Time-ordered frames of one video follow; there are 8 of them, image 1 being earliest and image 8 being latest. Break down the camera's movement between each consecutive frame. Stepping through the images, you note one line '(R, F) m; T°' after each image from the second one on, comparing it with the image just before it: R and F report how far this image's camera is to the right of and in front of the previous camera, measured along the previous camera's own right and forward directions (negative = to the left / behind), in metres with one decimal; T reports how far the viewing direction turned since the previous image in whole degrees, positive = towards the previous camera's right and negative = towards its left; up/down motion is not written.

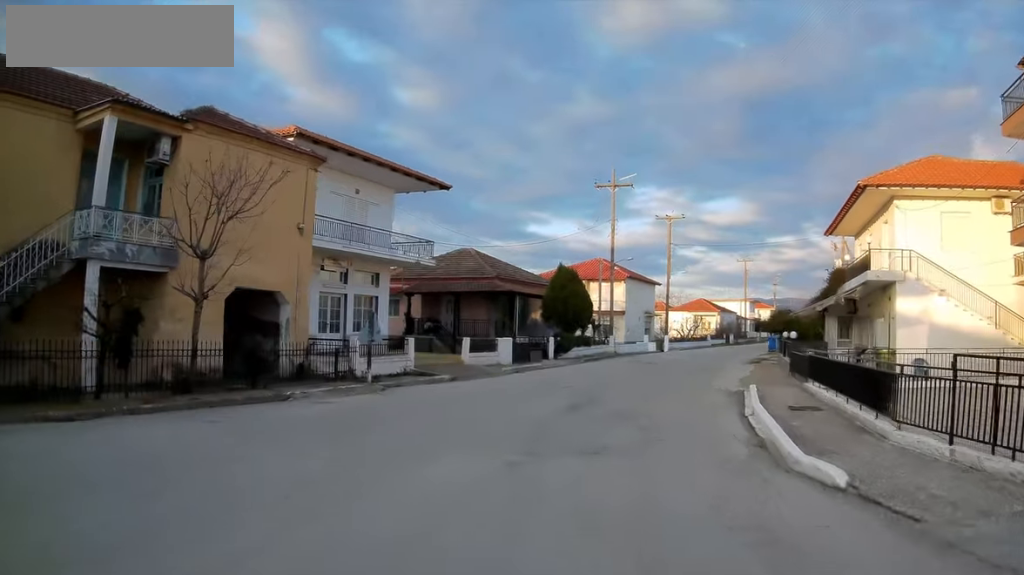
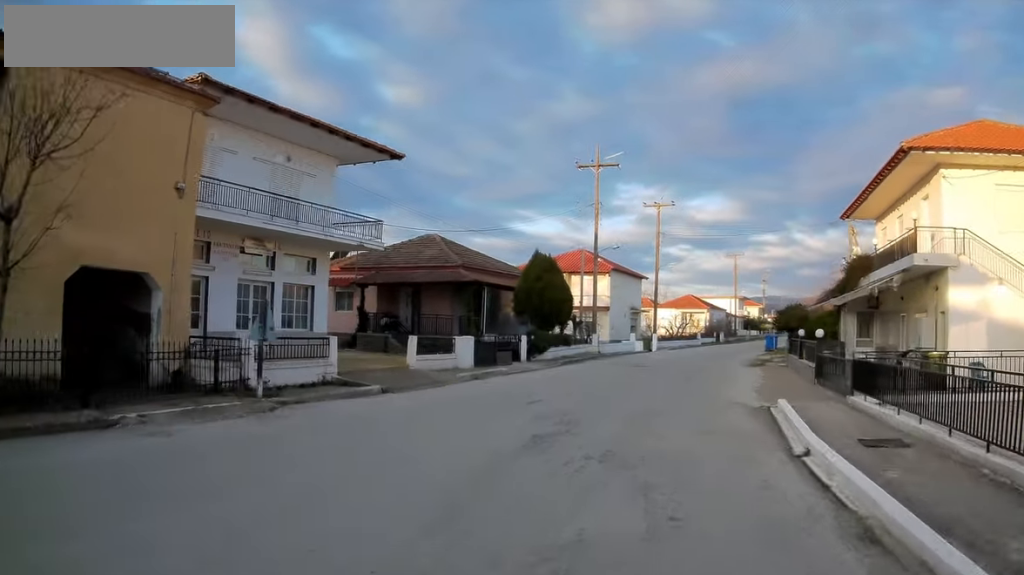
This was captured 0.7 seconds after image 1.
(-0.2, +4.6) m; +3°
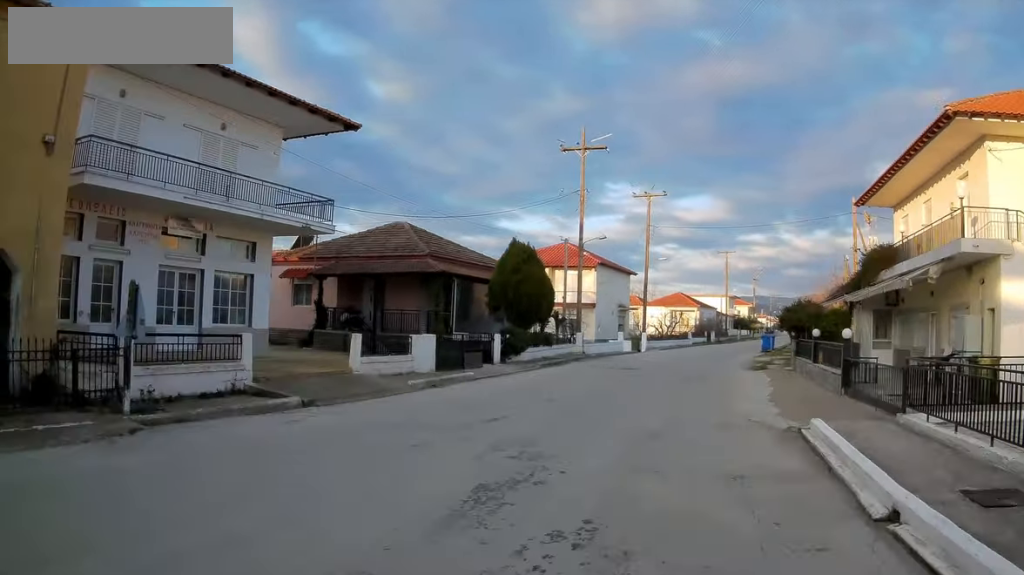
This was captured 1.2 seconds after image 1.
(+0.3, +3.1) m; +2°
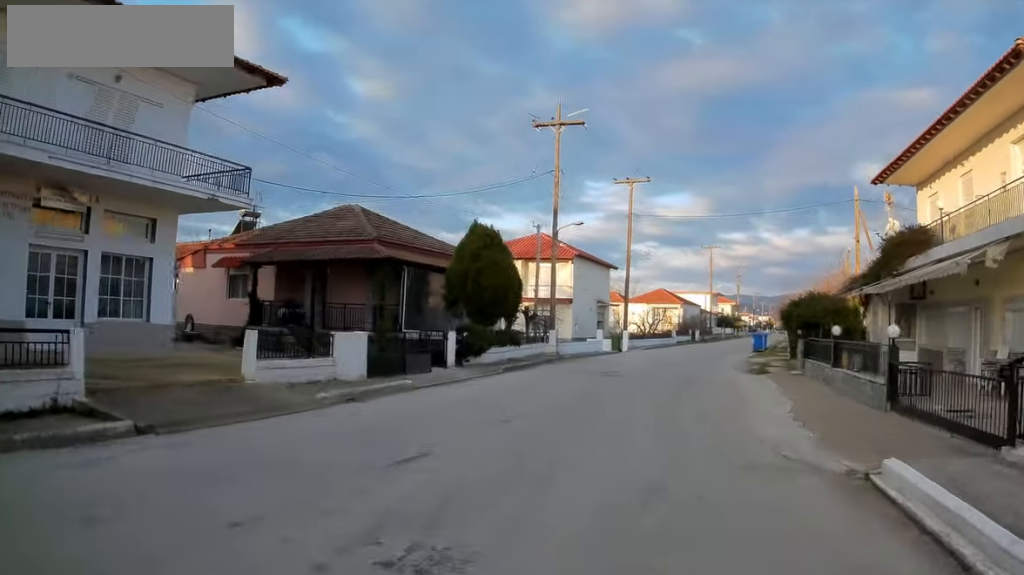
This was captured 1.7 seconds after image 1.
(+0.2, +3.6) m; +2°
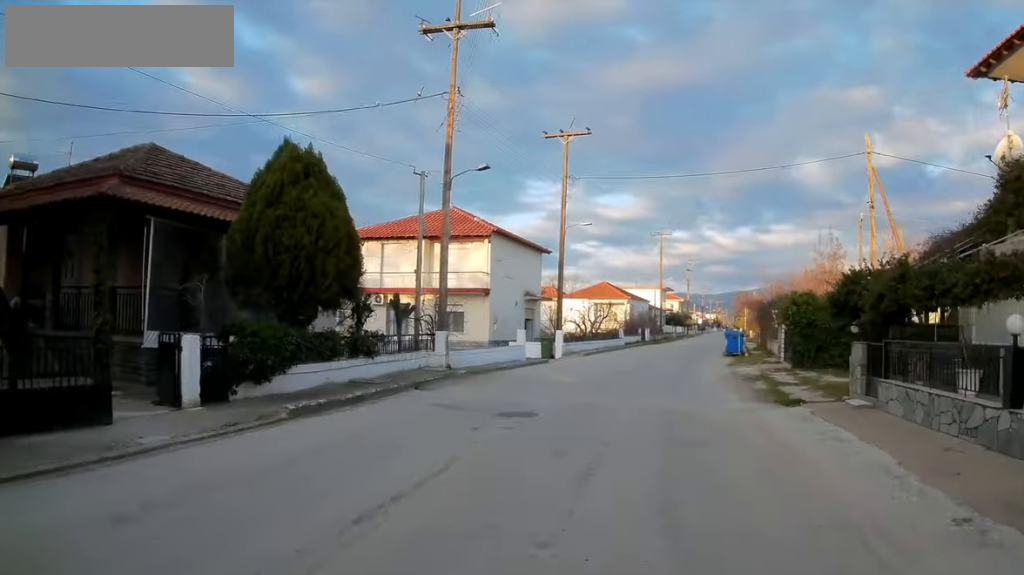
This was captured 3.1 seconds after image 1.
(+0.1, +9.7) m; +3°
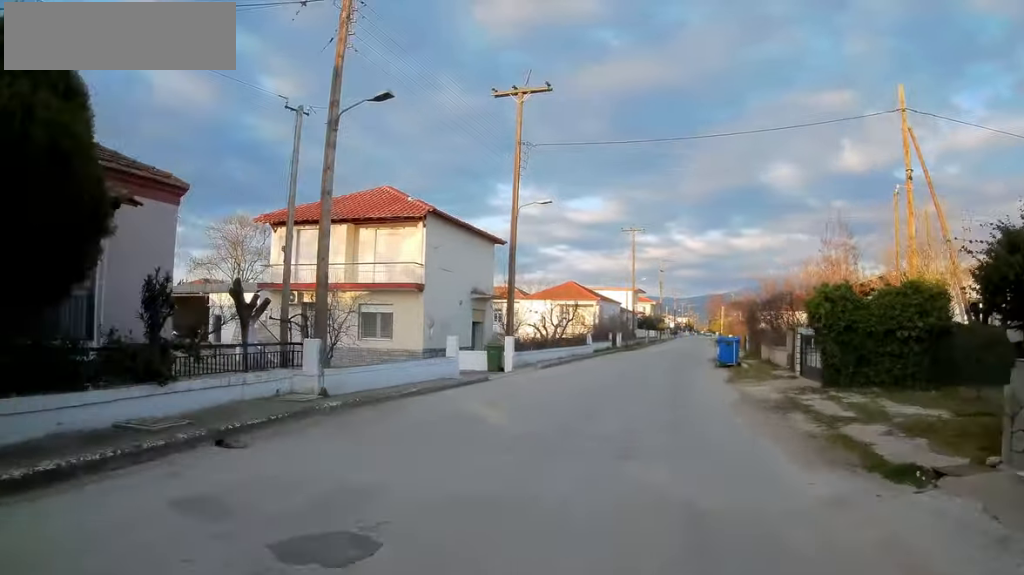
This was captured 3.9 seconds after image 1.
(+0.2, +6.1) m; +3°
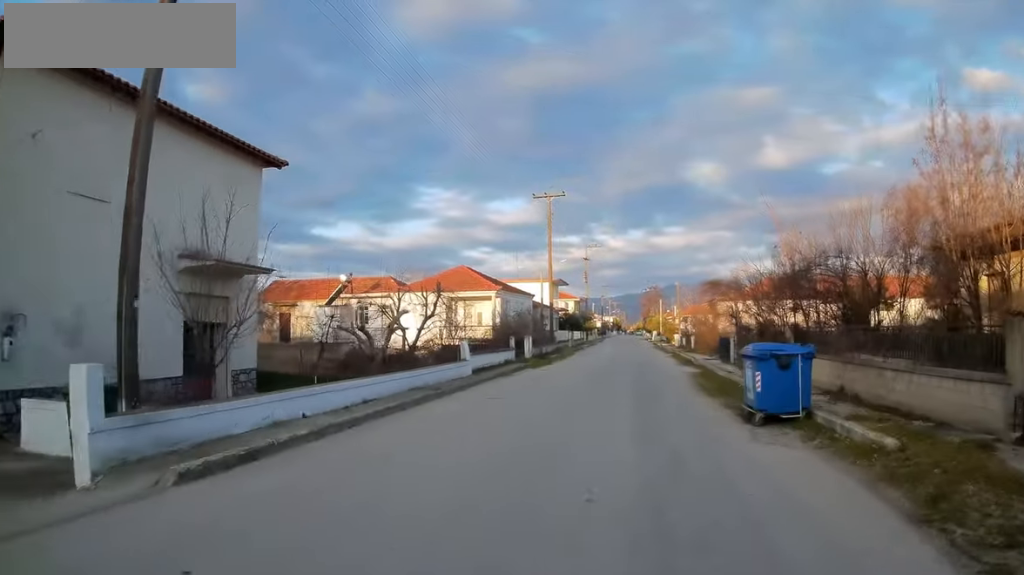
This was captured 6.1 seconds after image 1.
(+0.9, +17.4) m; +4°
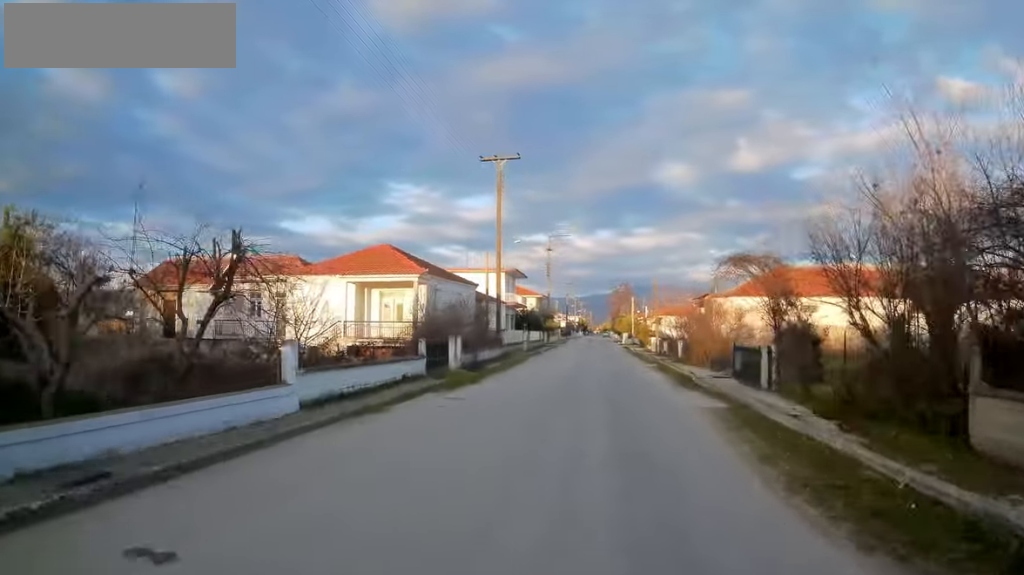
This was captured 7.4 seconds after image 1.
(+0.2, +11.5) m; +5°
